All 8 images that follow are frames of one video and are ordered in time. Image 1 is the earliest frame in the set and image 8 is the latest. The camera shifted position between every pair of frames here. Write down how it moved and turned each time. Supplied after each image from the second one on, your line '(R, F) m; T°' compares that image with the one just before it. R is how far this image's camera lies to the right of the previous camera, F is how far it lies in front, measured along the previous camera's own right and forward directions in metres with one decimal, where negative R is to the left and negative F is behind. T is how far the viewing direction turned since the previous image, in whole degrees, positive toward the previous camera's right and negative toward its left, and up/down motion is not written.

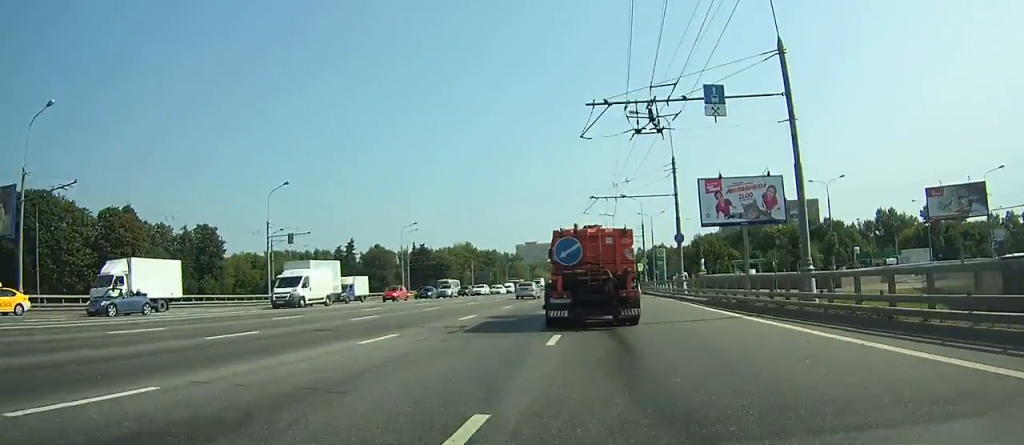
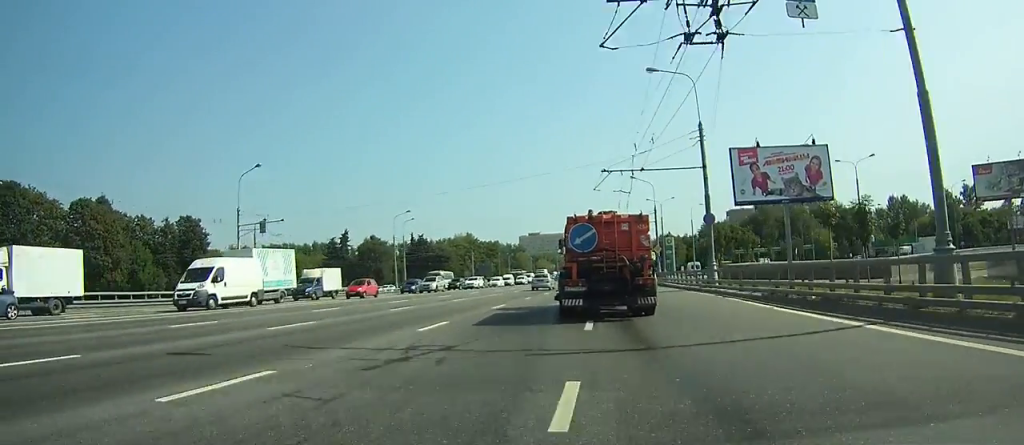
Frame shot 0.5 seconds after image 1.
(0.0, +6.5) m; 0°
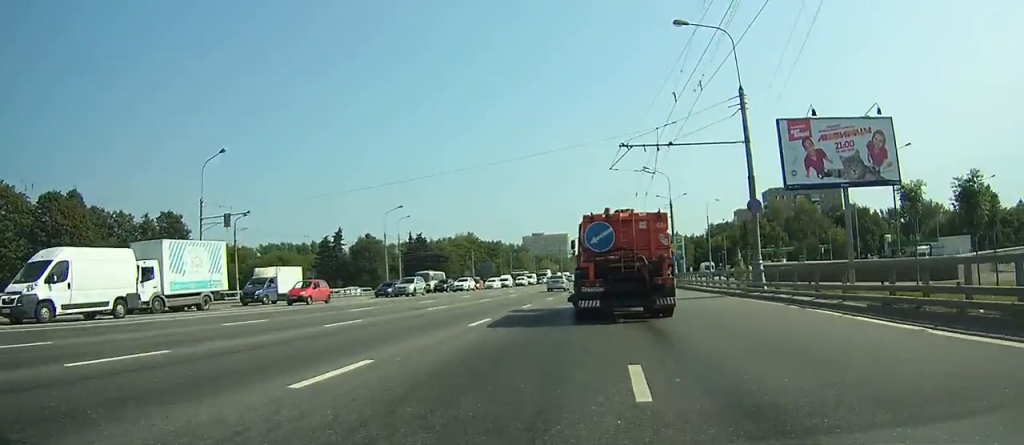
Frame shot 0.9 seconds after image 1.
(0.0, +6.5) m; 0°
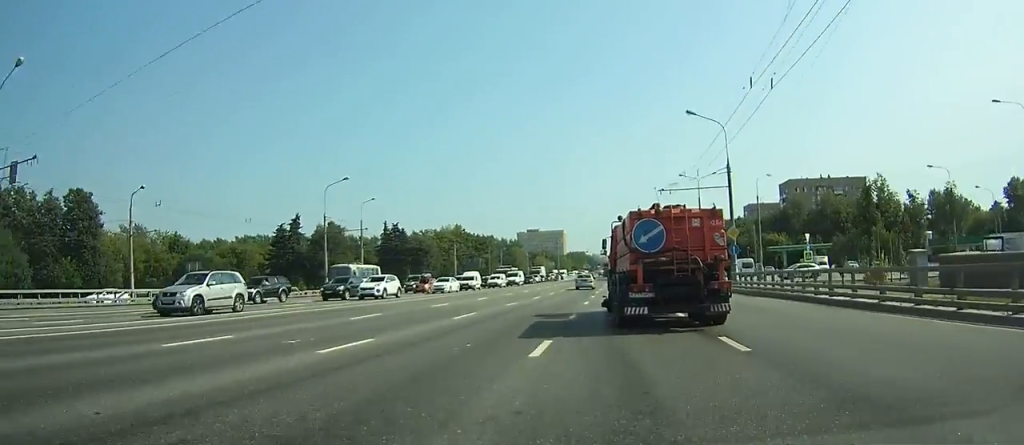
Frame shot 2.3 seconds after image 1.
(0.0, +22.0) m; 0°
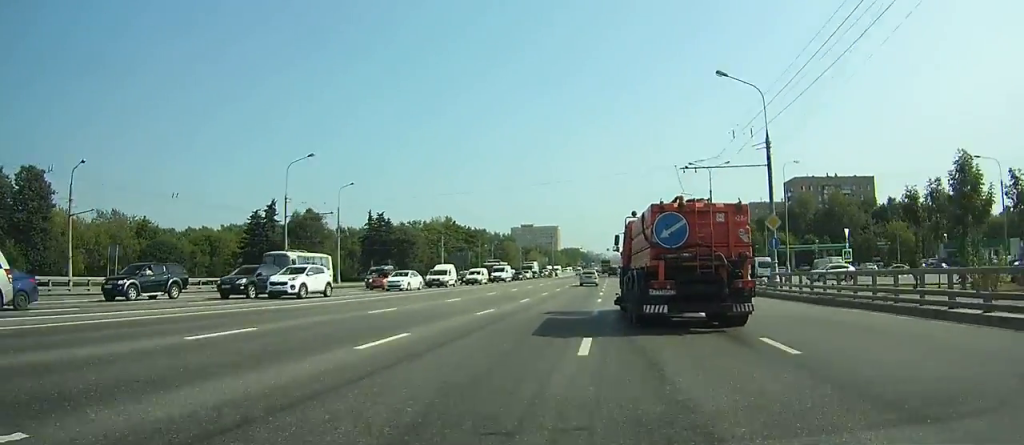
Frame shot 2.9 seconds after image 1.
(0.0, +8.8) m; 0°
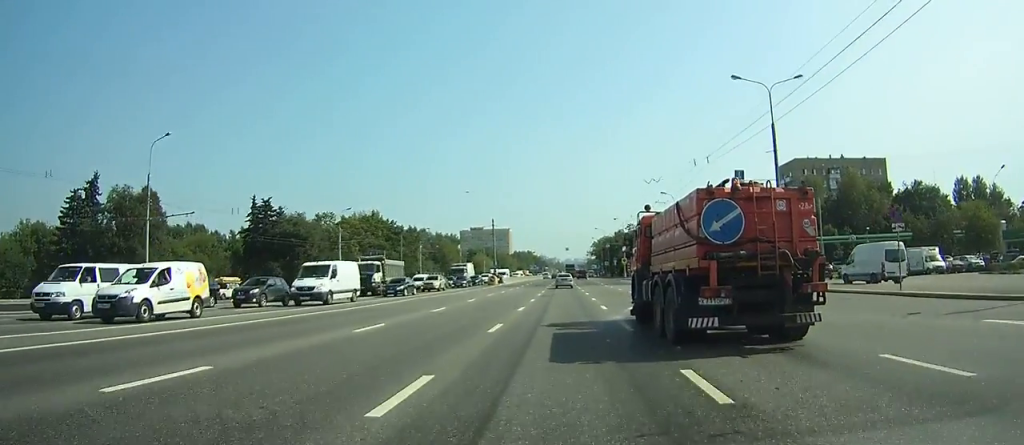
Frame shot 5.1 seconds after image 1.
(+1.4, +37.1) m; +5°
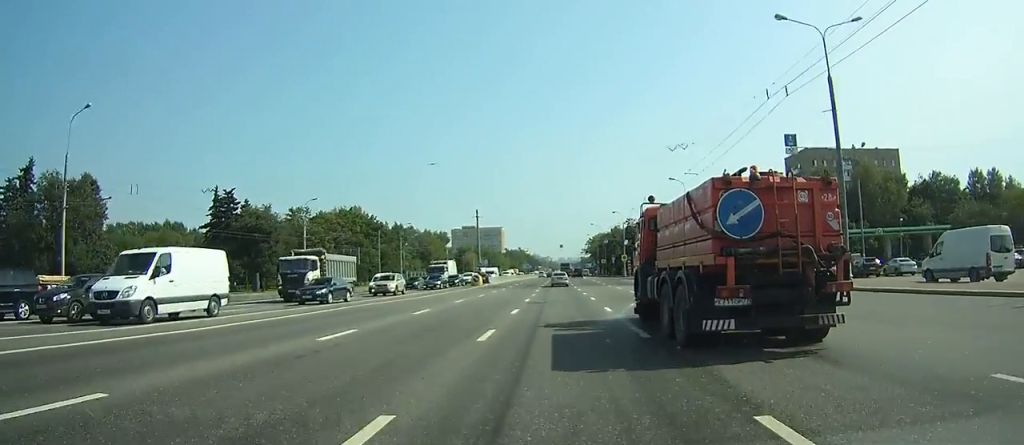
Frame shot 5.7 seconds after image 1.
(+0.1, +10.5) m; 0°
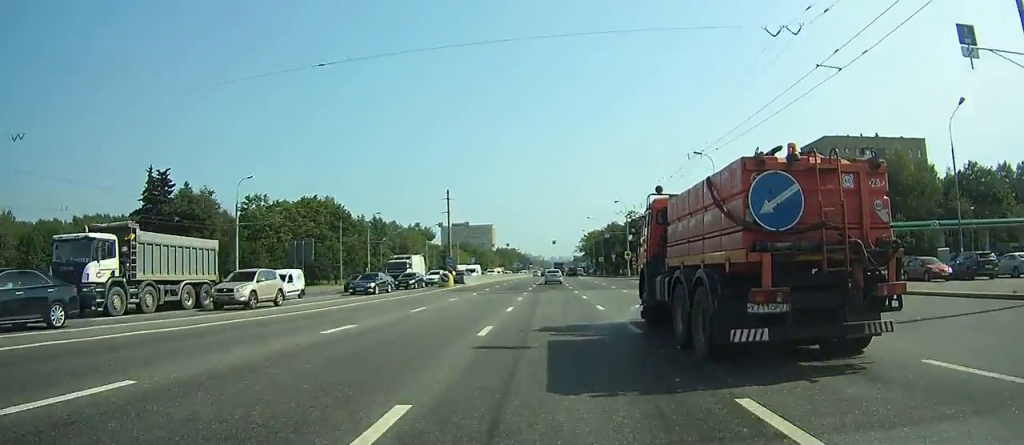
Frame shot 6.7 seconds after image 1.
(0.0, +15.5) m; +1°
